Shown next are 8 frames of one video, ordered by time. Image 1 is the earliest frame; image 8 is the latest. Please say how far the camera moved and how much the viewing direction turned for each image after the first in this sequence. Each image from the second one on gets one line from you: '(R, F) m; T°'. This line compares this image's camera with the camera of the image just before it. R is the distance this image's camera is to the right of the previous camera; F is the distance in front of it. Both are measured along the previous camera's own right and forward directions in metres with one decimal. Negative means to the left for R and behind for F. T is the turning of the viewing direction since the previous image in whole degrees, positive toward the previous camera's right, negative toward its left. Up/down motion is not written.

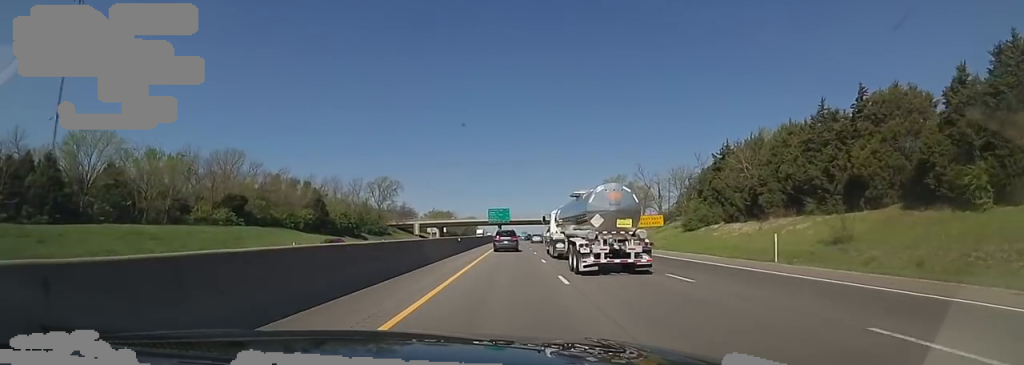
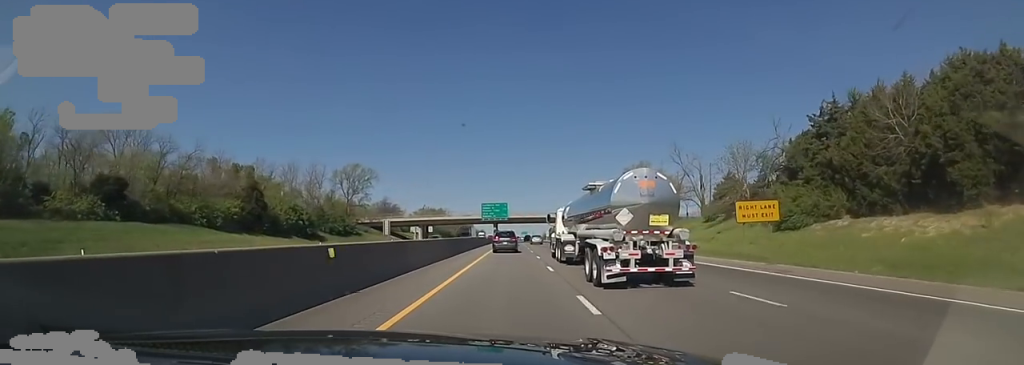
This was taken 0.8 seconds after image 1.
(-0.4, +24.6) m; -1°
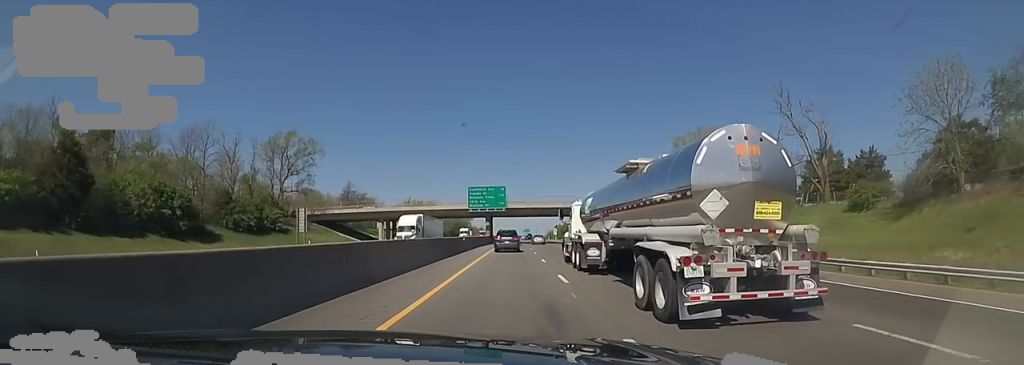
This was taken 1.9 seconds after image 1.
(0.0, +33.6) m; +2°
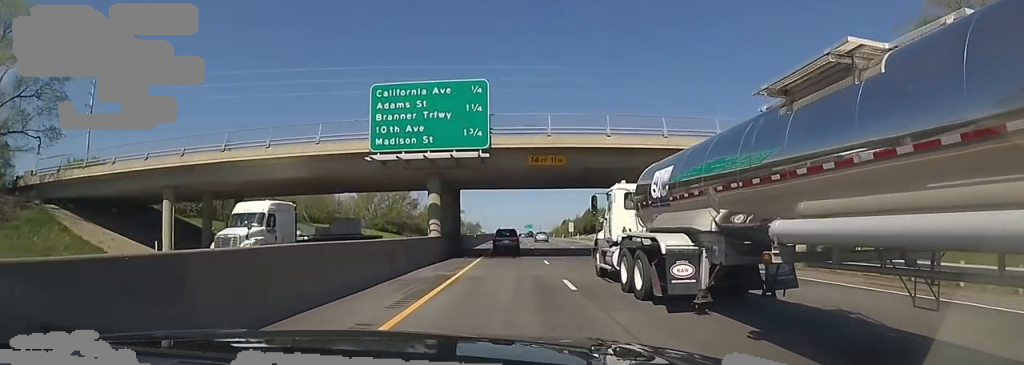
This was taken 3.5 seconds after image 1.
(+1.6, +50.0) m; +1°
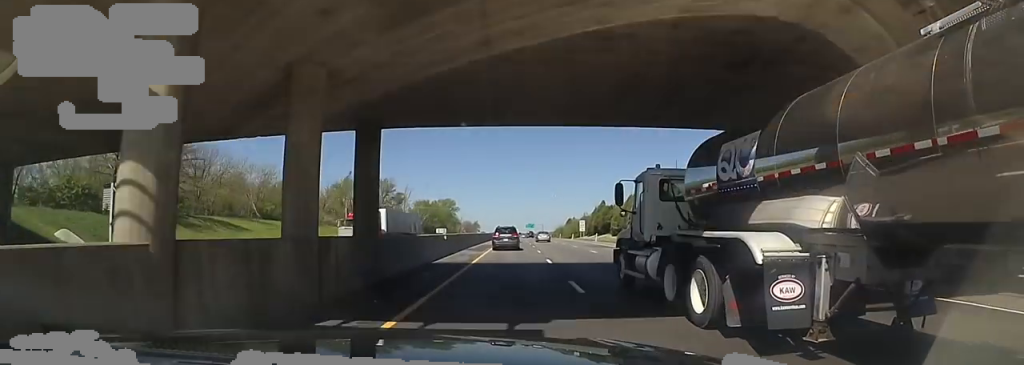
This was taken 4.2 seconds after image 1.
(-0.8, +20.6) m; -2°
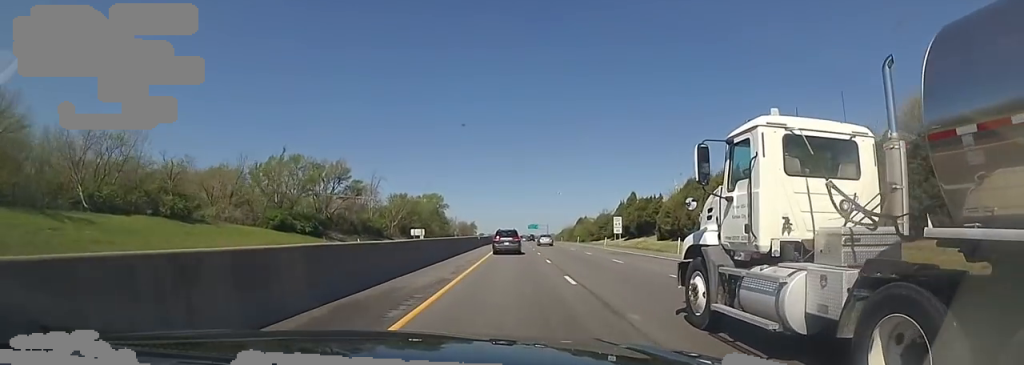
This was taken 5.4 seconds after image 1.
(-0.3, +37.0) m; 0°
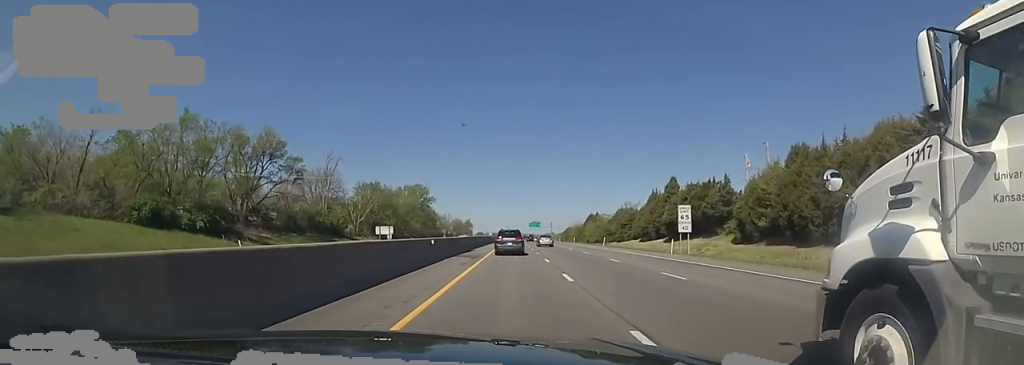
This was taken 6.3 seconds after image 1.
(0.0, +28.5) m; 0°
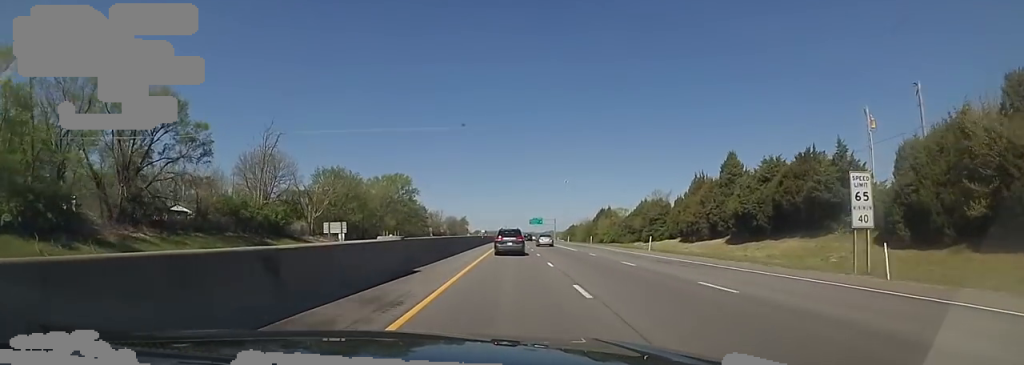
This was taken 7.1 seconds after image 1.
(0.0, +23.1) m; 0°
